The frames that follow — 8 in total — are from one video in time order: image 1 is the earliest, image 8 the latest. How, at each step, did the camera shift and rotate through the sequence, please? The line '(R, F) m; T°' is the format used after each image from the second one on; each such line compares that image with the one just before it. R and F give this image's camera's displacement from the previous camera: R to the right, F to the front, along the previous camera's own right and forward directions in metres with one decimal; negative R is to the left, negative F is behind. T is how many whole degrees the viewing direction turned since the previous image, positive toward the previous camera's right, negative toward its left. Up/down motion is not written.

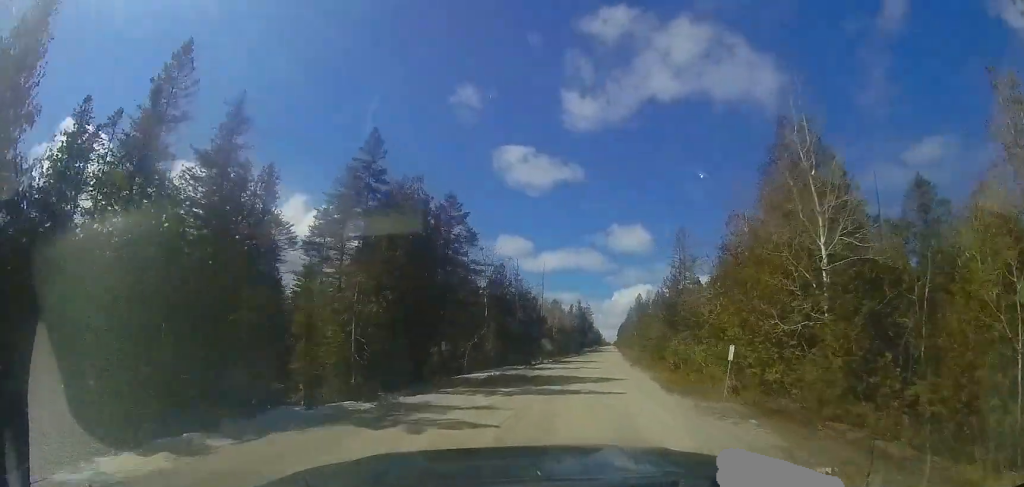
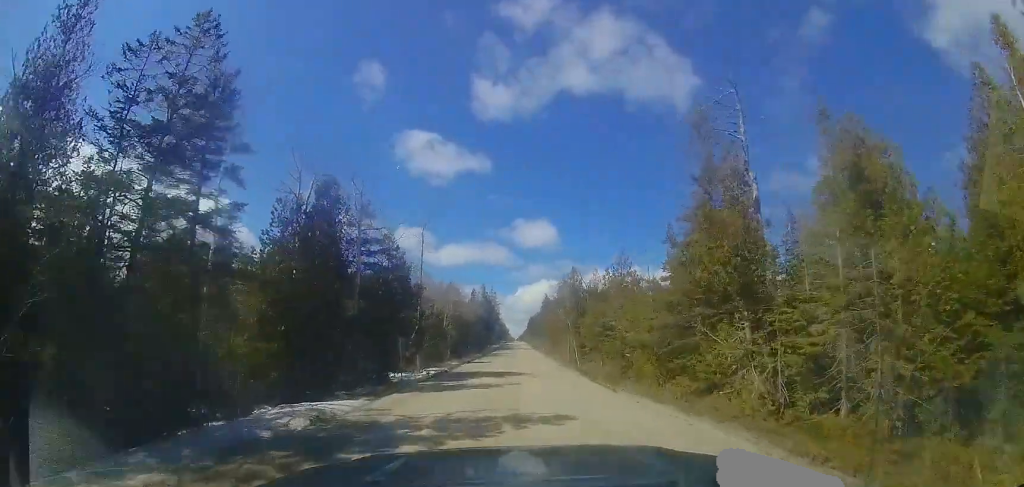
(+2.7, +16.4) m; +18°
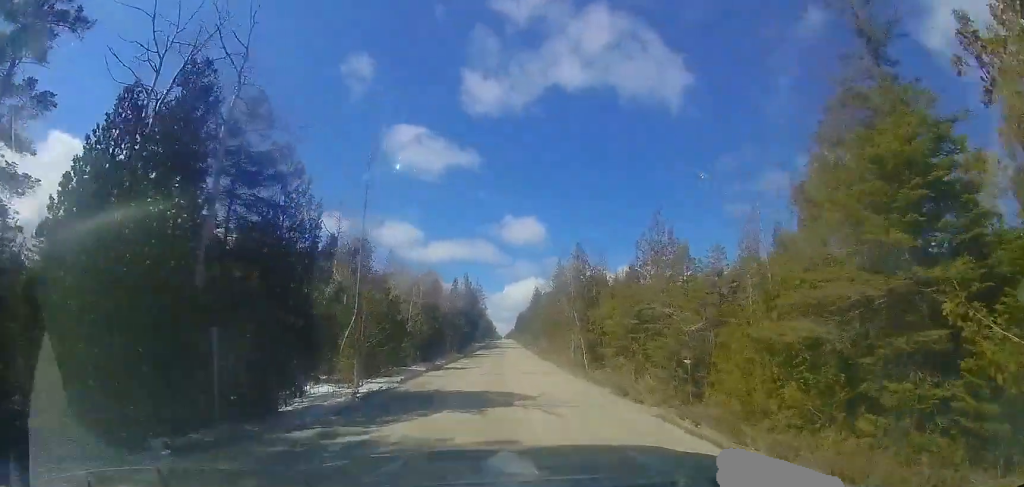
(+0.6, +8.4) m; +4°
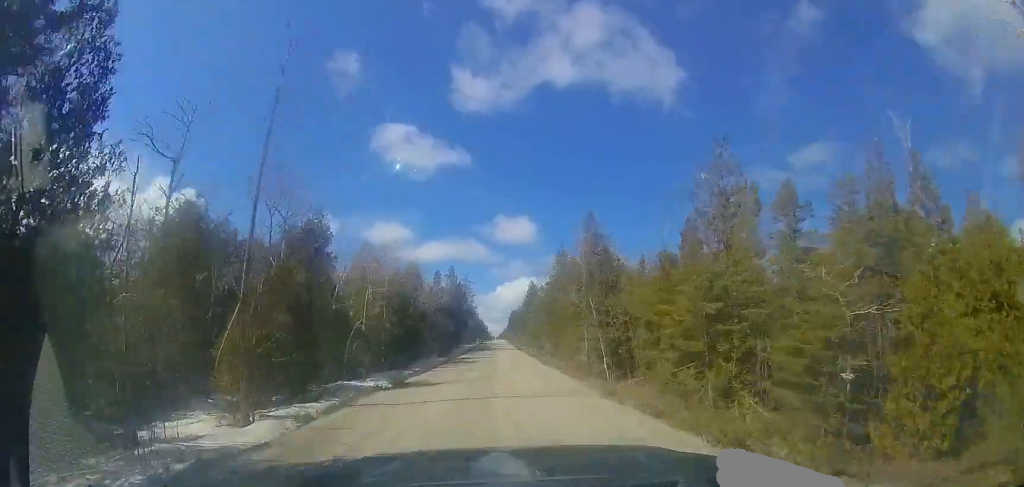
(+0.3, +7.0) m; +2°
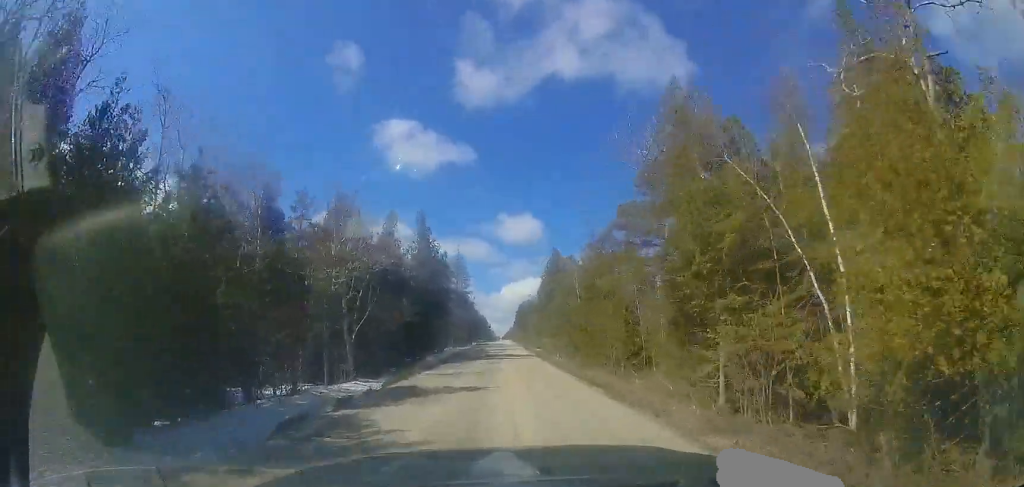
(-0.3, +24.9) m; -1°
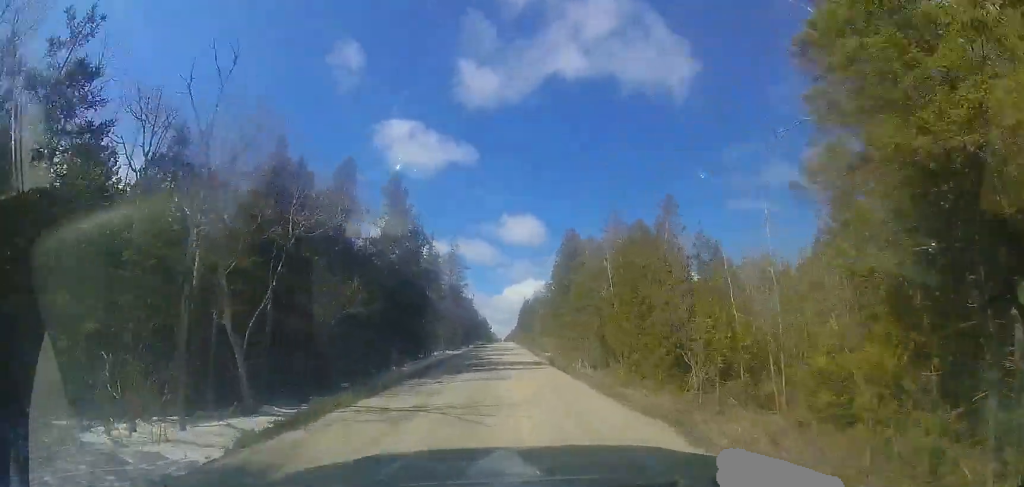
(-0.1, +9.6) m; 0°
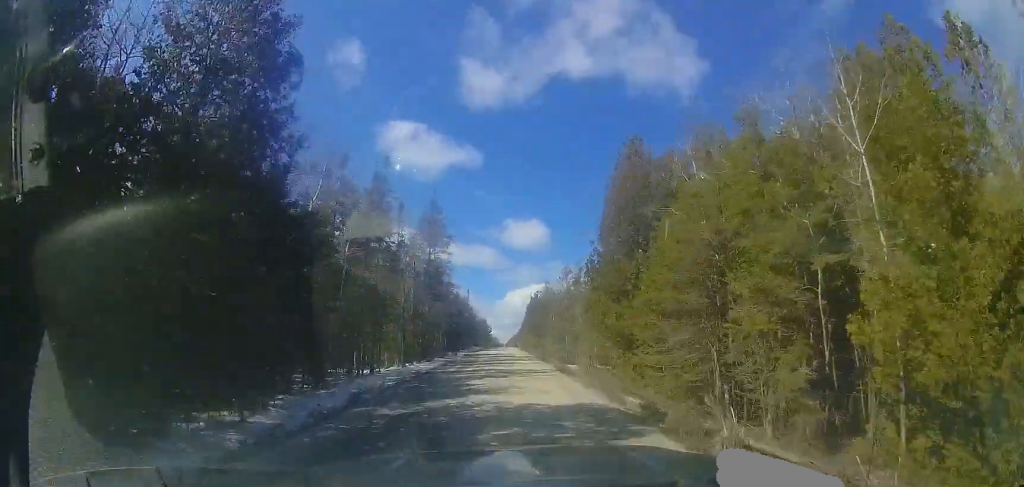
(+0.1, +17.7) m; +1°
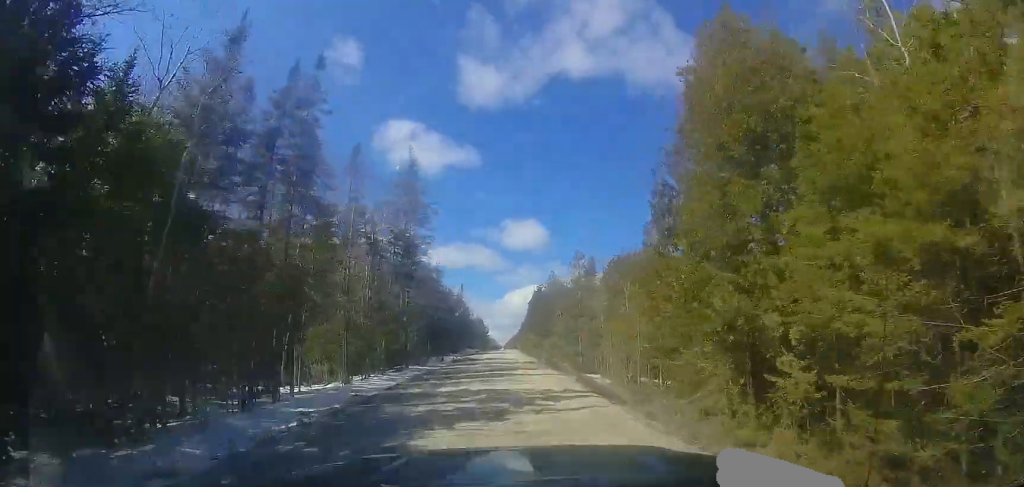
(+0.2, +9.1) m; 0°
